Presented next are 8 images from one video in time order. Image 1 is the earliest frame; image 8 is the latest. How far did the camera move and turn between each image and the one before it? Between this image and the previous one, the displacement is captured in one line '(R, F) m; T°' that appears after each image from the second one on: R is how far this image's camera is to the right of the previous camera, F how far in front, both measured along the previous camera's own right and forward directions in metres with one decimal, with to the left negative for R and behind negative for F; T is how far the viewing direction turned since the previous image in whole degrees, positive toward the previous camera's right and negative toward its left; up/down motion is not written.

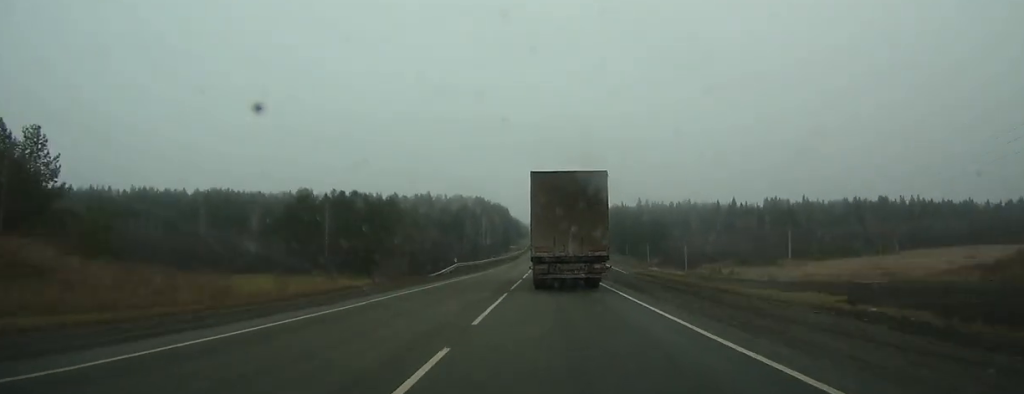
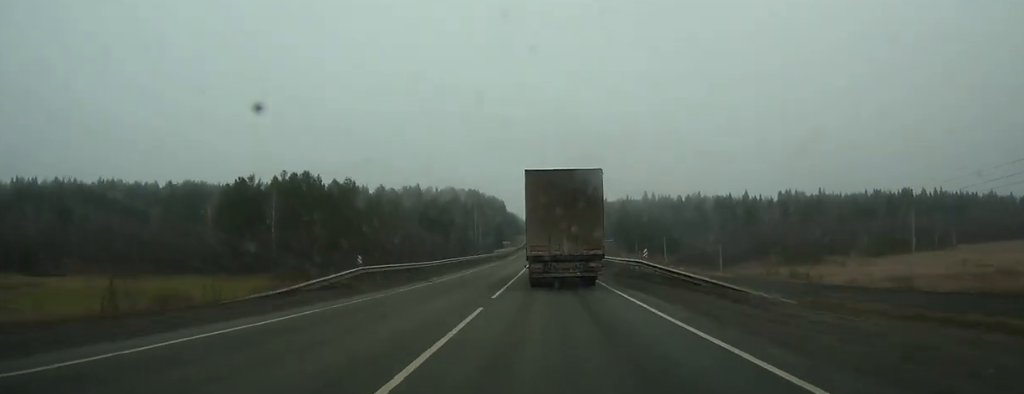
(0.0, +27.5) m; 0°
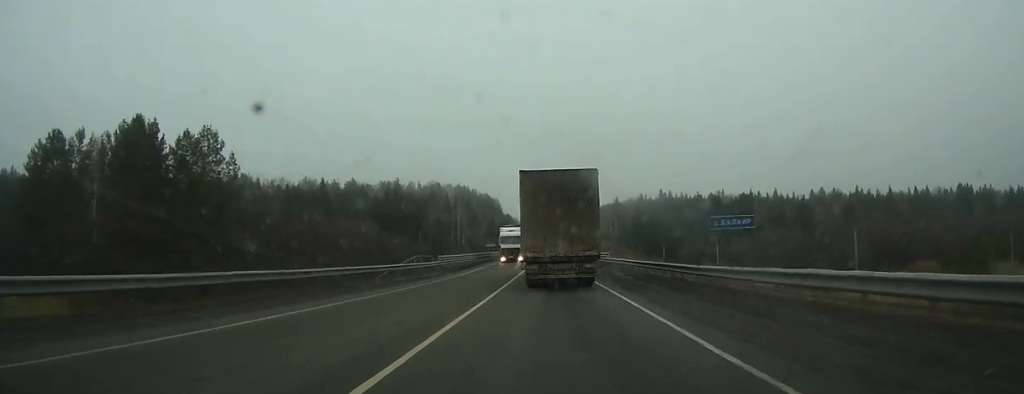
(+0.1, +53.7) m; 0°
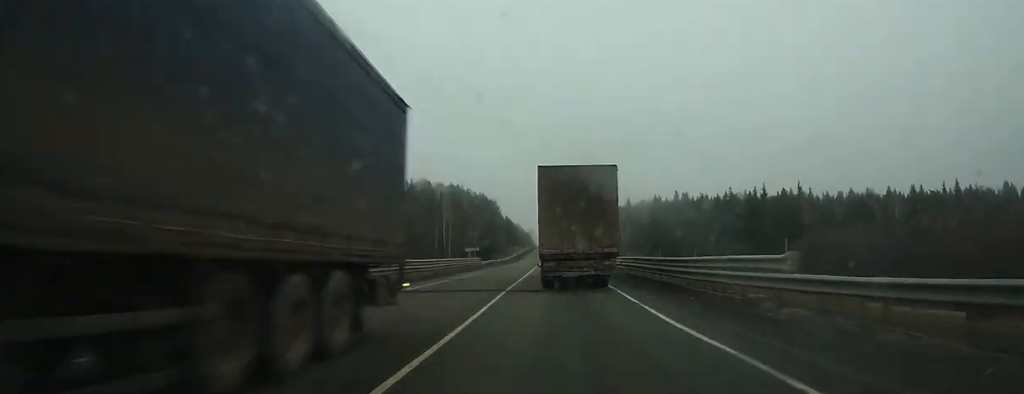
(0.0, +37.9) m; 0°
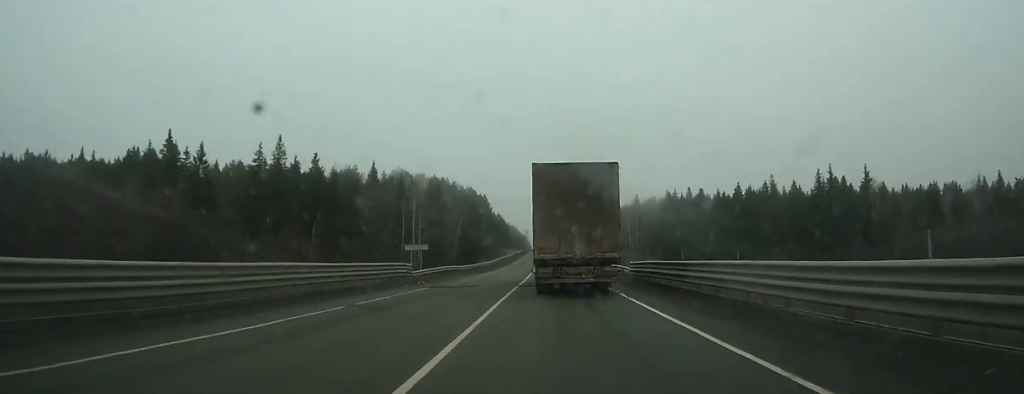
(0.0, +36.7) m; 0°
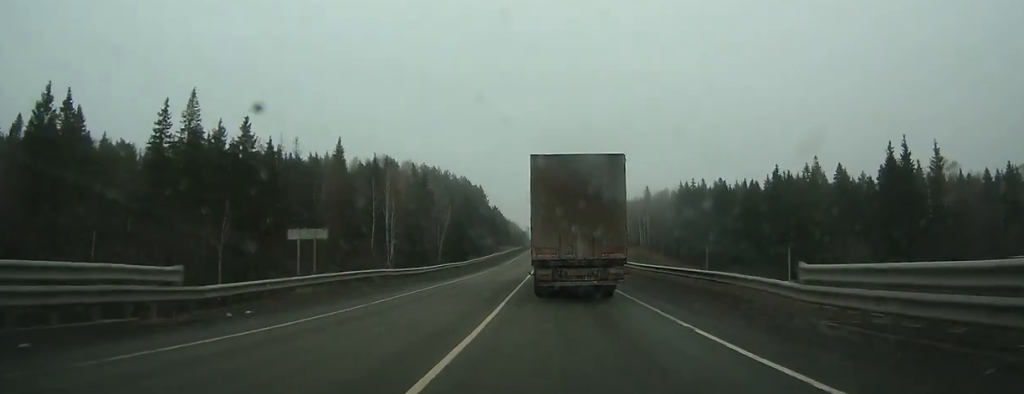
(0.0, +22.8) m; 0°
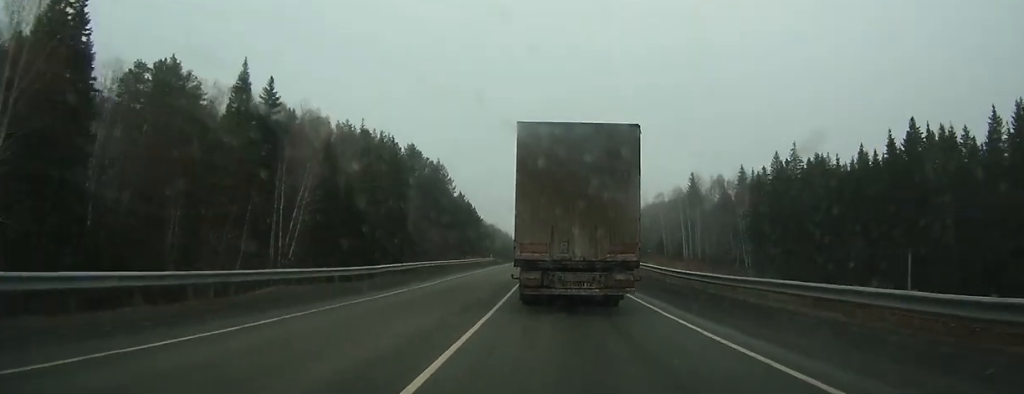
(0.0, +72.0) m; 0°
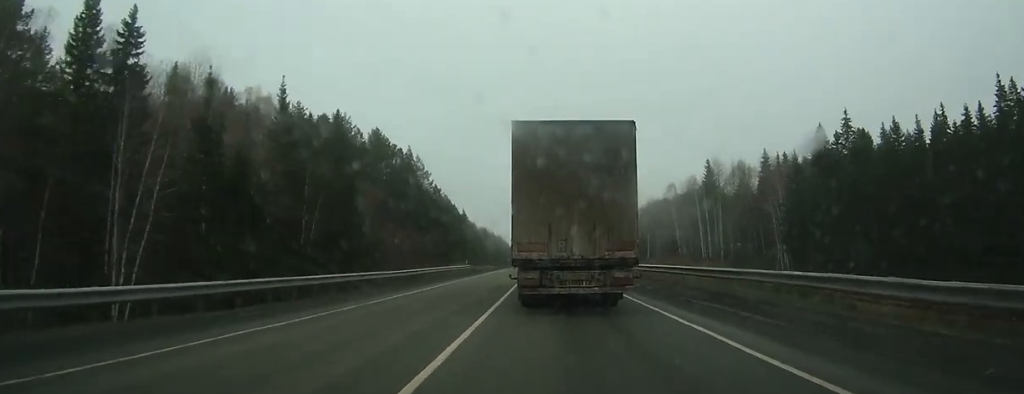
(0.0, +20.7) m; 0°
